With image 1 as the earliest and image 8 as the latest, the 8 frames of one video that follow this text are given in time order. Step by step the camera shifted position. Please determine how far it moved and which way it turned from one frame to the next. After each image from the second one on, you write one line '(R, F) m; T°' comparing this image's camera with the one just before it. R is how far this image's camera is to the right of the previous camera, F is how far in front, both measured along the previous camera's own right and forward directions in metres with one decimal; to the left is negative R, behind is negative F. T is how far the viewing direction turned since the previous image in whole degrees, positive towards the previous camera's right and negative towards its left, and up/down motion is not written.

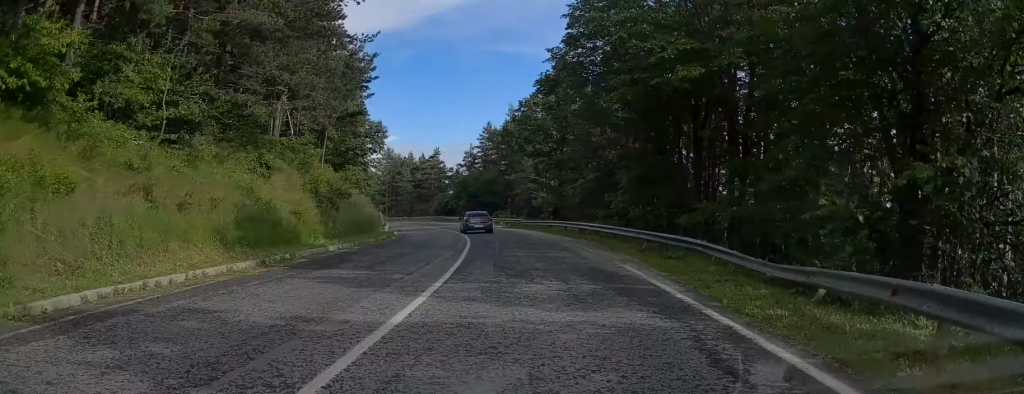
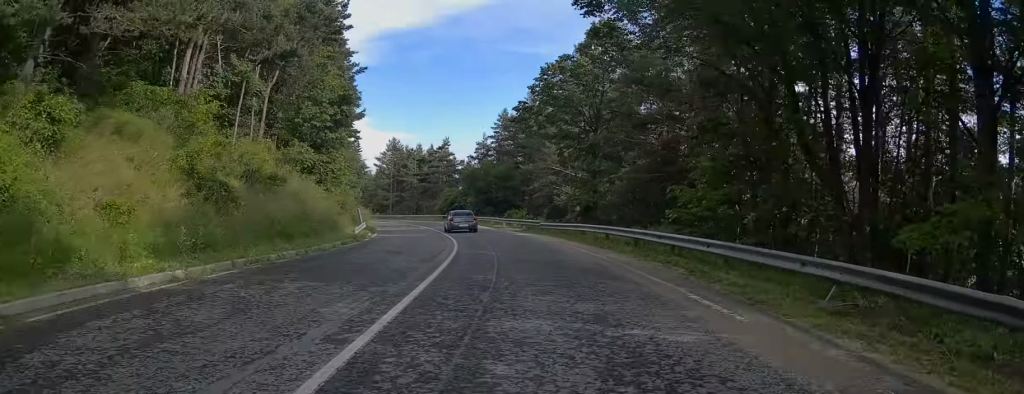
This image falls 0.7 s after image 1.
(-0.2, +12.3) m; -2°
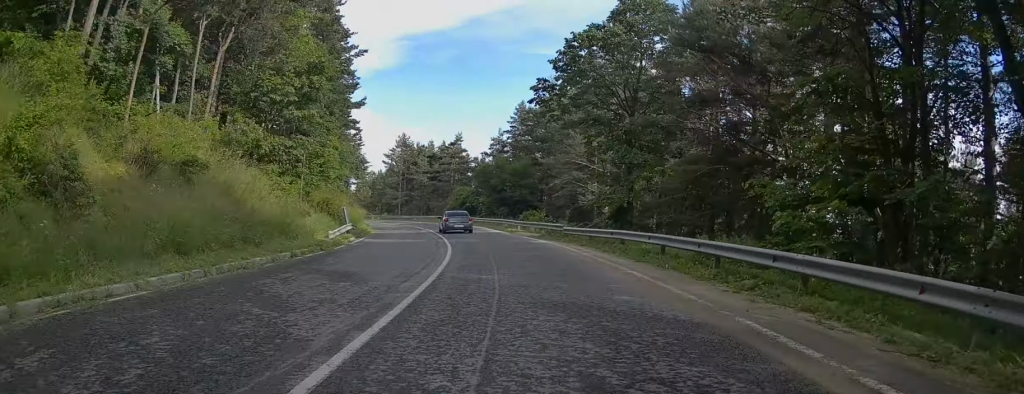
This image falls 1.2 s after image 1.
(0.0, +7.3) m; -1°
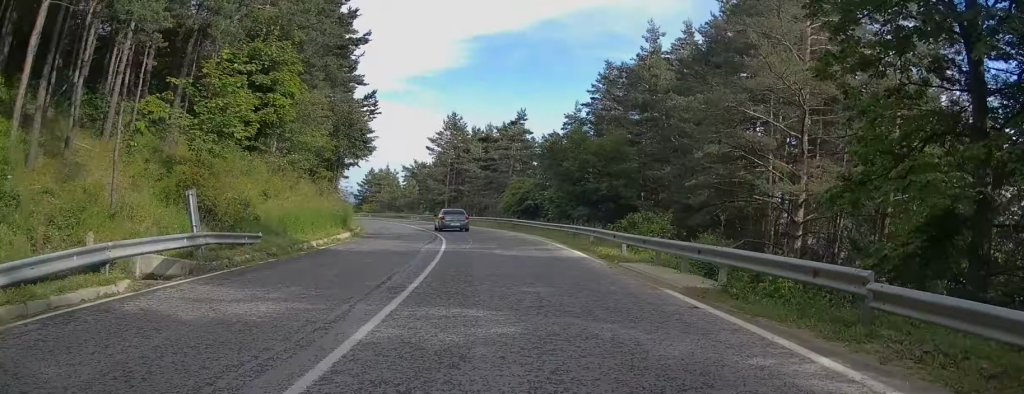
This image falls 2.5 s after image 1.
(-1.2, +22.5) m; -6°
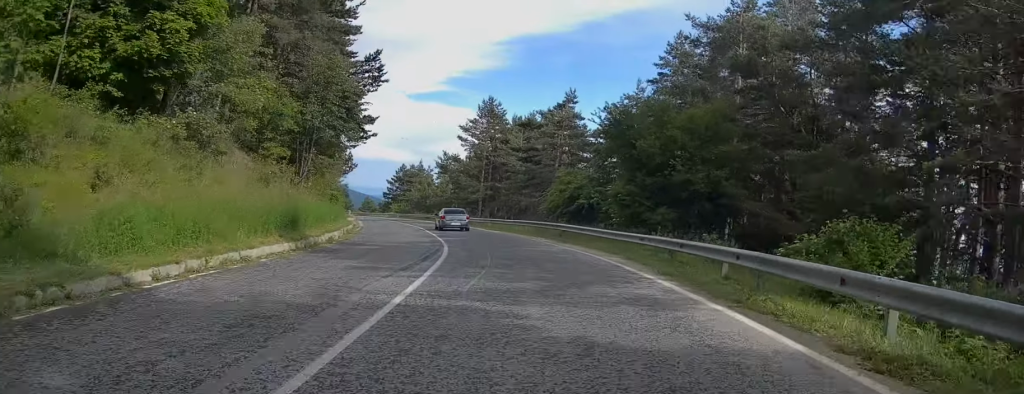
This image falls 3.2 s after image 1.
(-0.3, +12.3) m; -4°
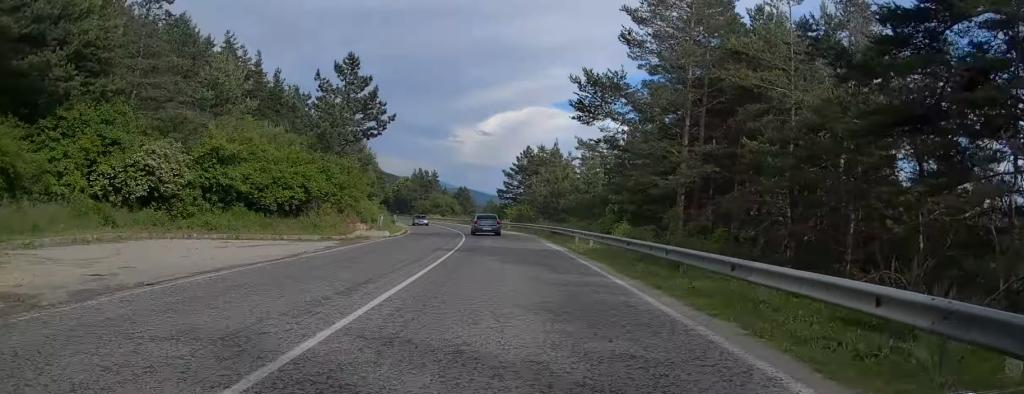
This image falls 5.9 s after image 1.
(-4.0, +44.4) m; -8°
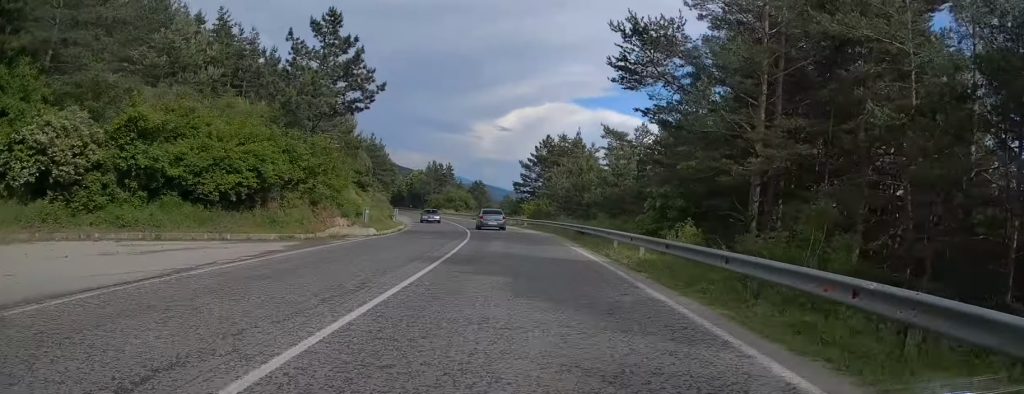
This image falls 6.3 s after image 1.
(0.0, +7.4) m; -1°
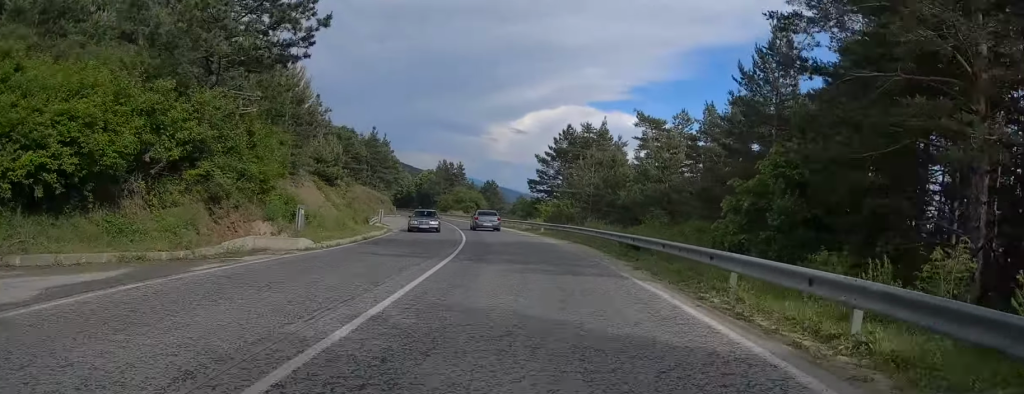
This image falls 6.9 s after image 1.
(-0.4, +10.8) m; -3°
